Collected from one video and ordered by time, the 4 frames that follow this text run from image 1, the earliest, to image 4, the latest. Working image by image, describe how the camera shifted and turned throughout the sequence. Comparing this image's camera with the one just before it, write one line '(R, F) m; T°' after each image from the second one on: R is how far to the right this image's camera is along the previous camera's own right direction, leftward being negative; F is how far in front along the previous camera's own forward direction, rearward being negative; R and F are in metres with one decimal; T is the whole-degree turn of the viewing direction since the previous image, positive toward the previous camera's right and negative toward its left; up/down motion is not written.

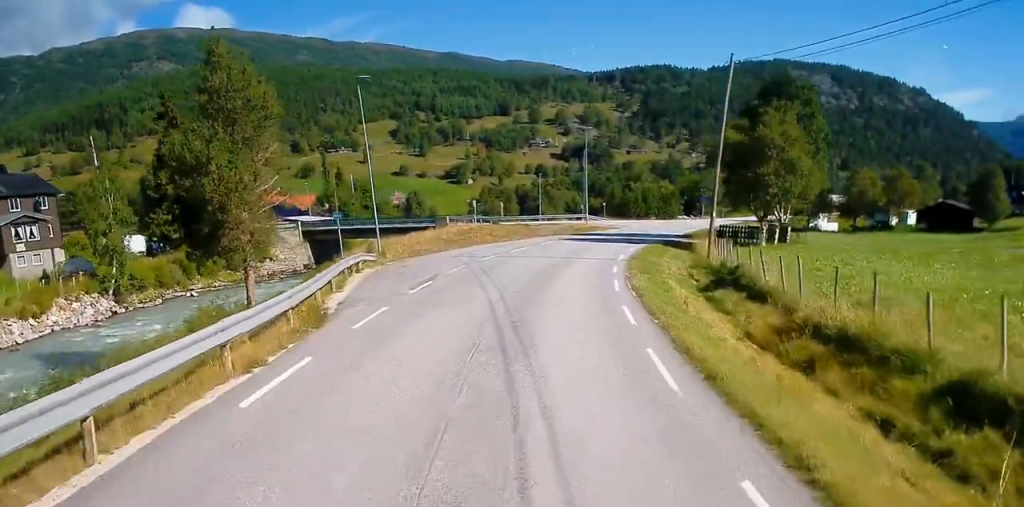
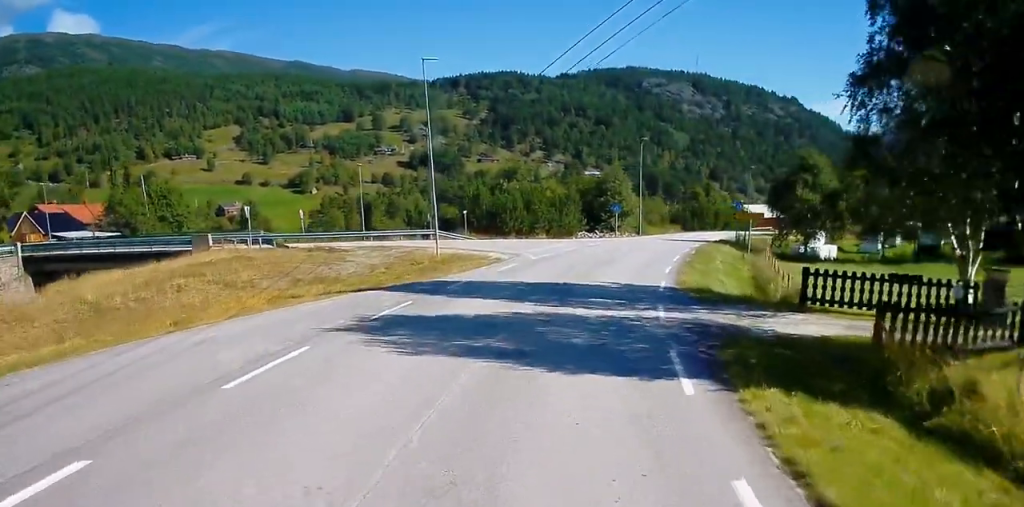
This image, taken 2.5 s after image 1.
(0.0, +34.5) m; +9°
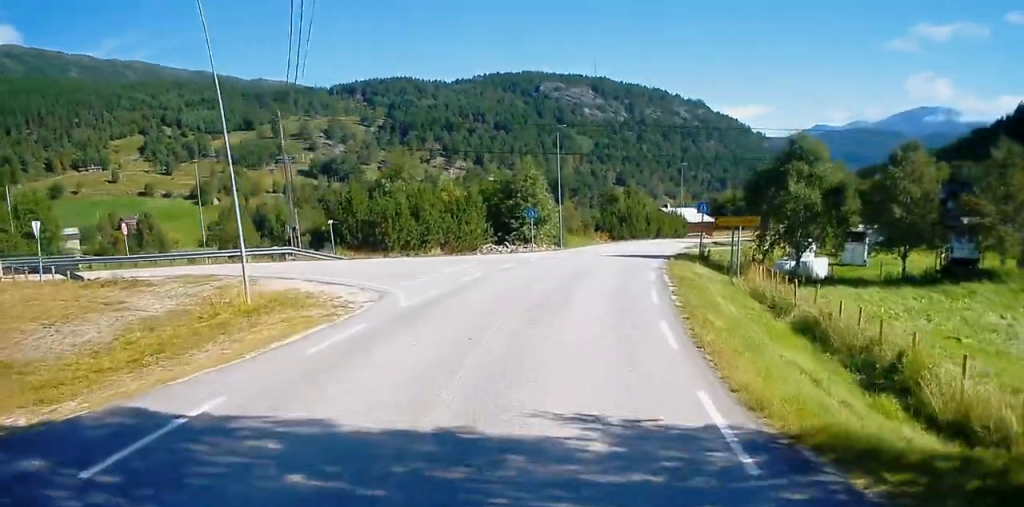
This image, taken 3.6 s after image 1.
(+2.7, +13.8) m; +19°
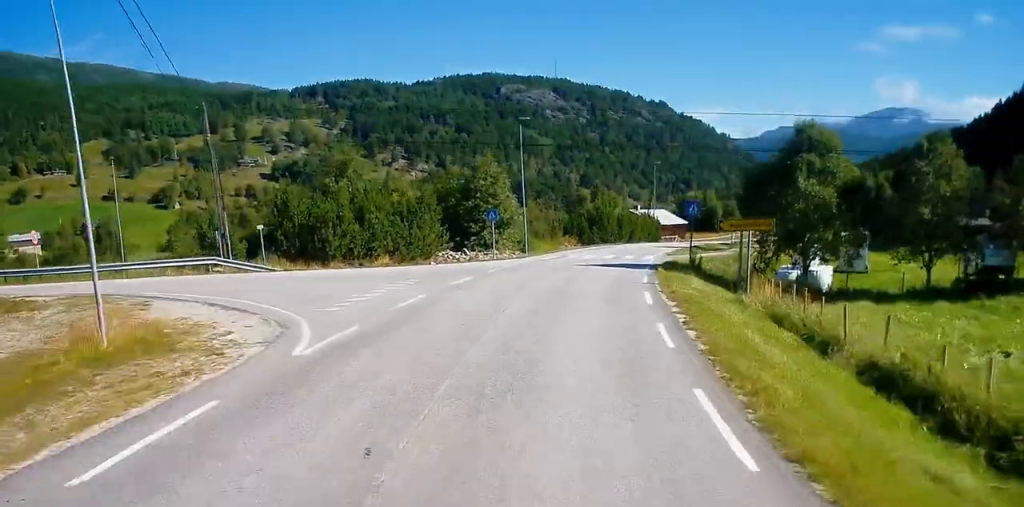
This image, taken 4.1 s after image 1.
(+0.6, +6.0) m; +6°
